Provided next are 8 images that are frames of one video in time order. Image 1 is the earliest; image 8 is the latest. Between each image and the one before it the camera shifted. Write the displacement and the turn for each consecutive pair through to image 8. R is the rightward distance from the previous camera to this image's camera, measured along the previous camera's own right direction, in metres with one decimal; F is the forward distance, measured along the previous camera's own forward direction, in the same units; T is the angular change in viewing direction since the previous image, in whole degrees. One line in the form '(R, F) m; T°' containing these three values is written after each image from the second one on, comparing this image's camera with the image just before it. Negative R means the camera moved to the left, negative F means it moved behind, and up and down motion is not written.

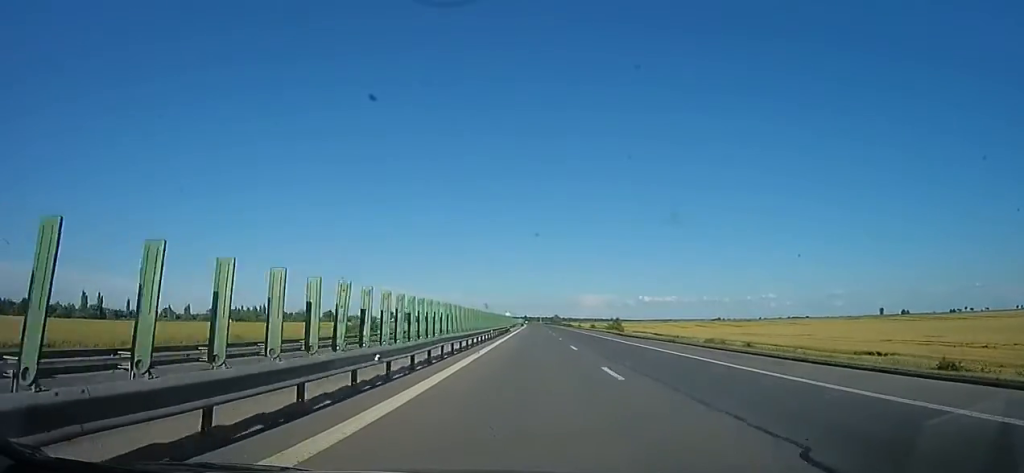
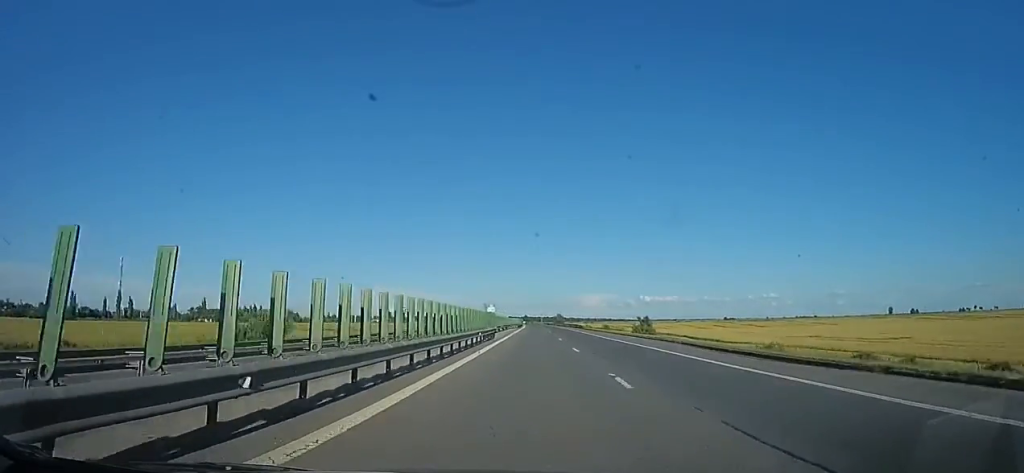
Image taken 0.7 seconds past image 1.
(0.0, +25.6) m; 0°
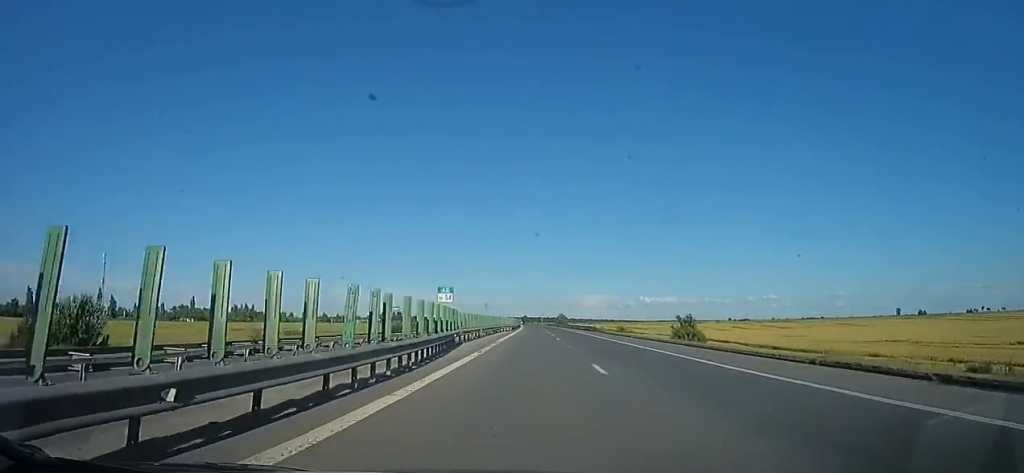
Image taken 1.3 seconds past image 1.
(+0.1, +20.9) m; 0°
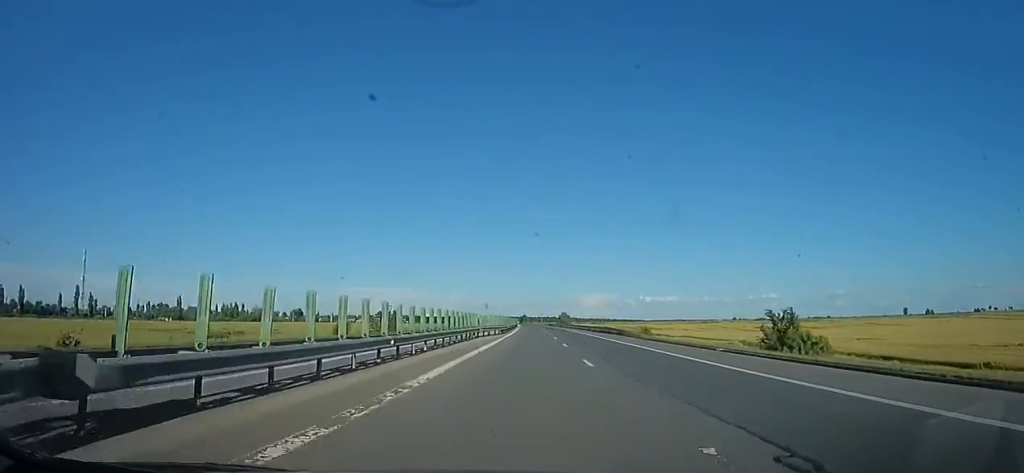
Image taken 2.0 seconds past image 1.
(+0.2, +22.0) m; 0°
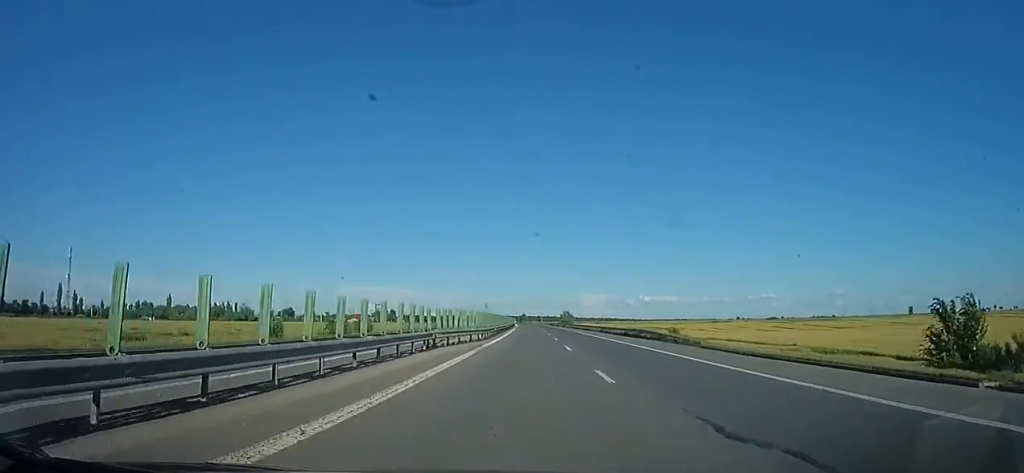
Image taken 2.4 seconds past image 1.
(-0.1, +15.7) m; +1°
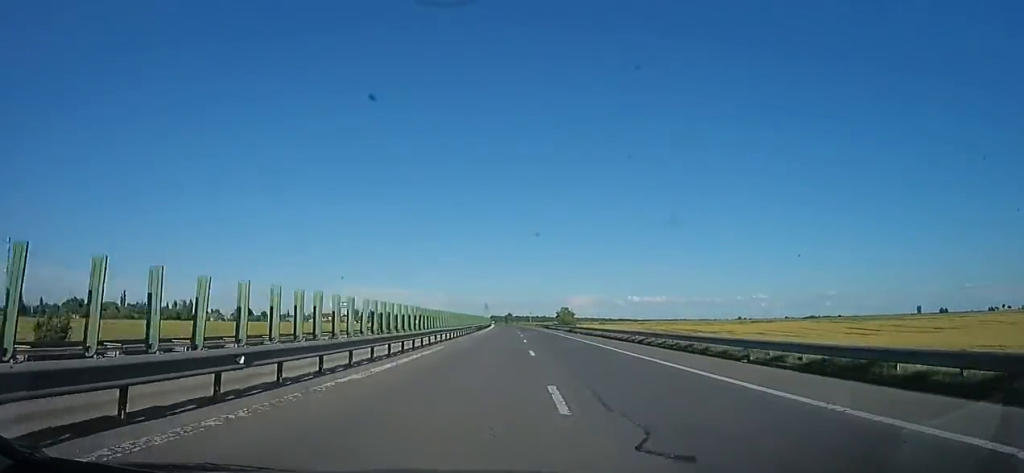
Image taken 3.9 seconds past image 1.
(+1.2, +51.3) m; +1°
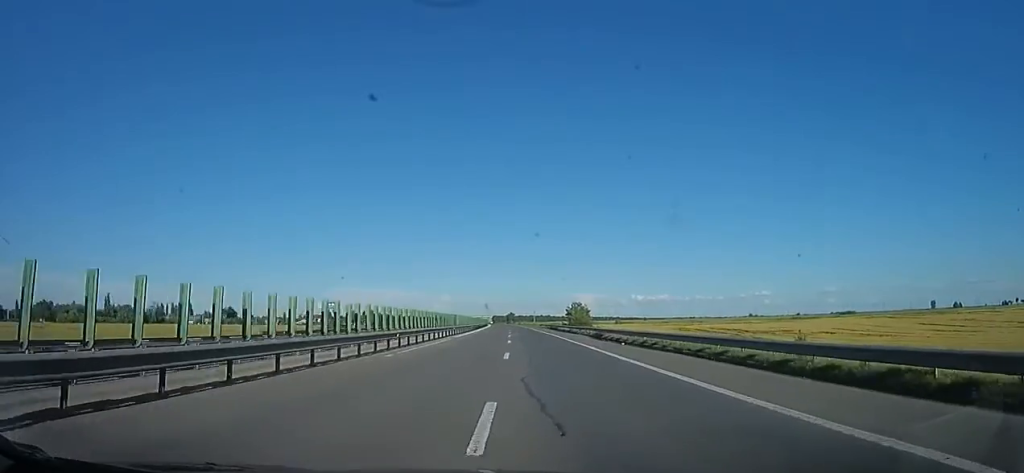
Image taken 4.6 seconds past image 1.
(-0.4, +26.1) m; -1°
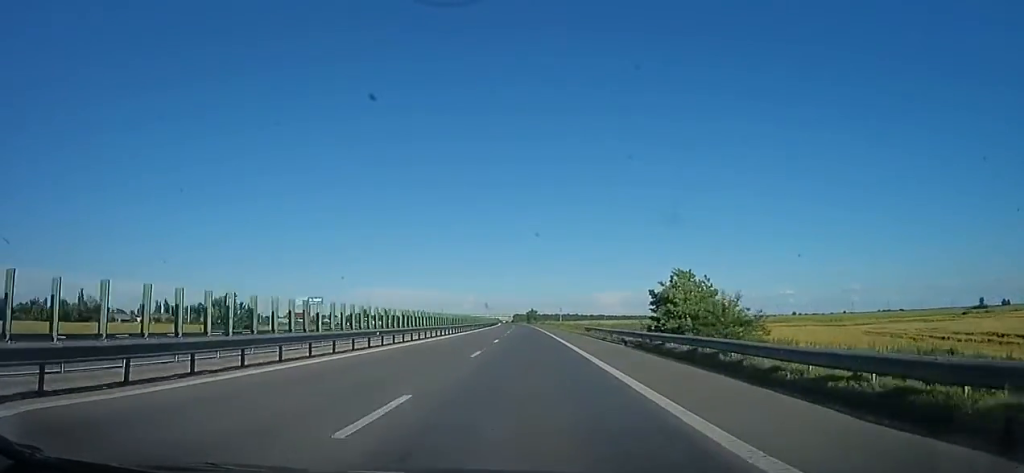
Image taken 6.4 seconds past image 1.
(-1.3, +59.8) m; -2°
